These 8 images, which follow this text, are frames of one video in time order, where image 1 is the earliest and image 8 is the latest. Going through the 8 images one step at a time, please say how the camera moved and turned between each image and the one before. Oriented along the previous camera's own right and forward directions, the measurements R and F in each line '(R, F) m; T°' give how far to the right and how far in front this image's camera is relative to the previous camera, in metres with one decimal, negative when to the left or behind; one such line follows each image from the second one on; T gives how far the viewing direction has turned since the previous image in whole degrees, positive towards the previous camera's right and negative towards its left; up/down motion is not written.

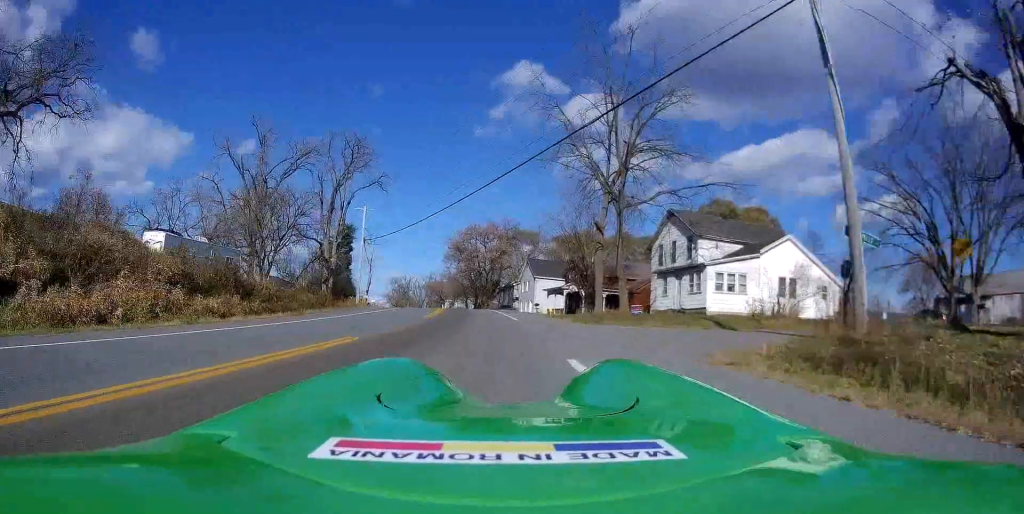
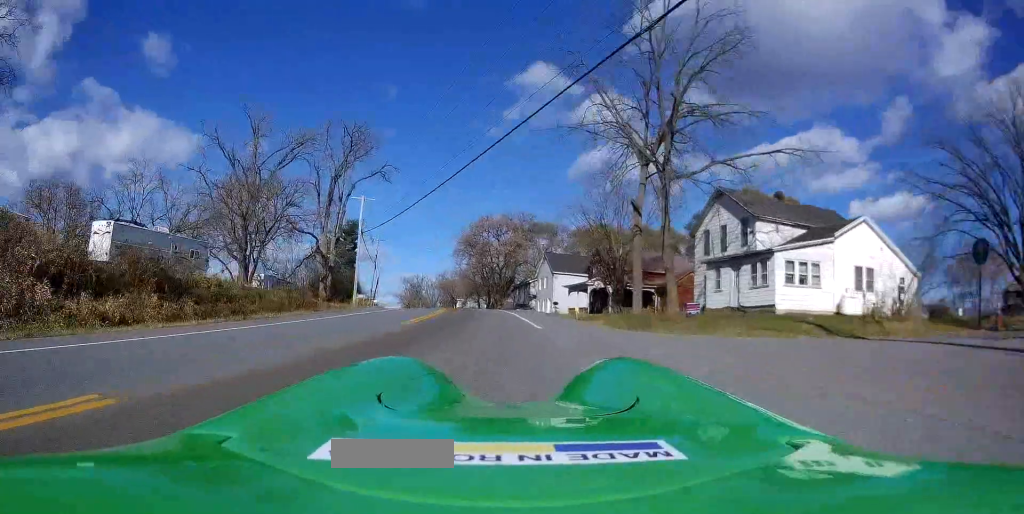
(-0.4, +7.3) m; -1°
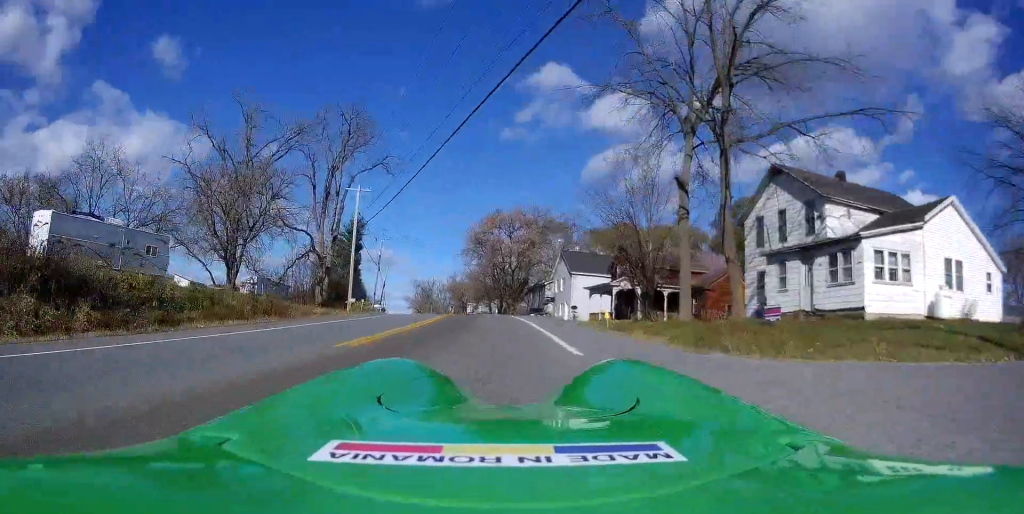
(+0.1, +6.6) m; 0°
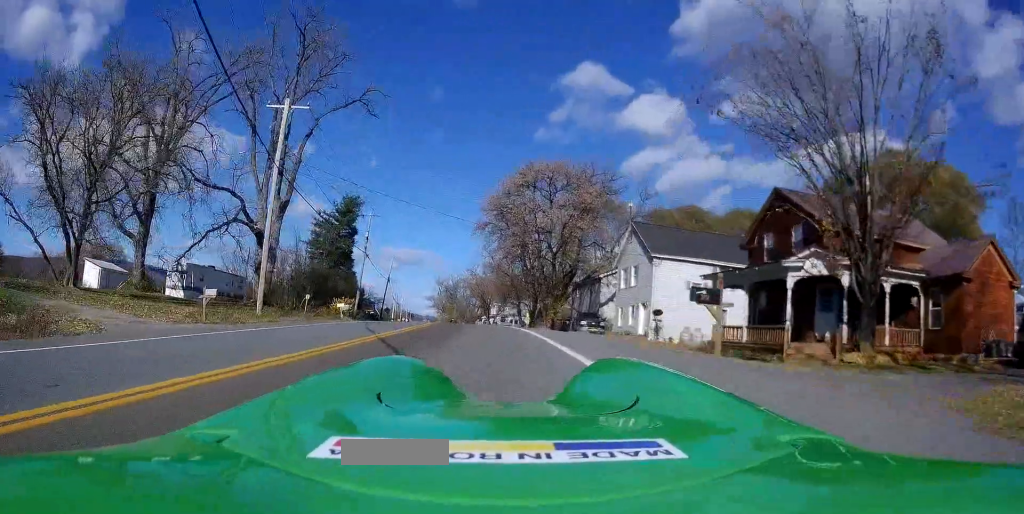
(-0.4, +24.5) m; -3°
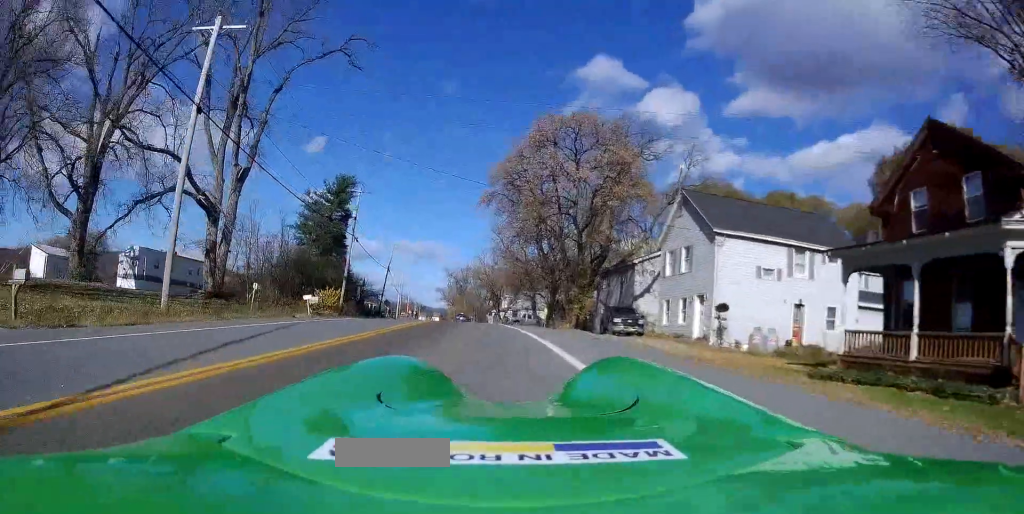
(-0.3, +9.5) m; -2°
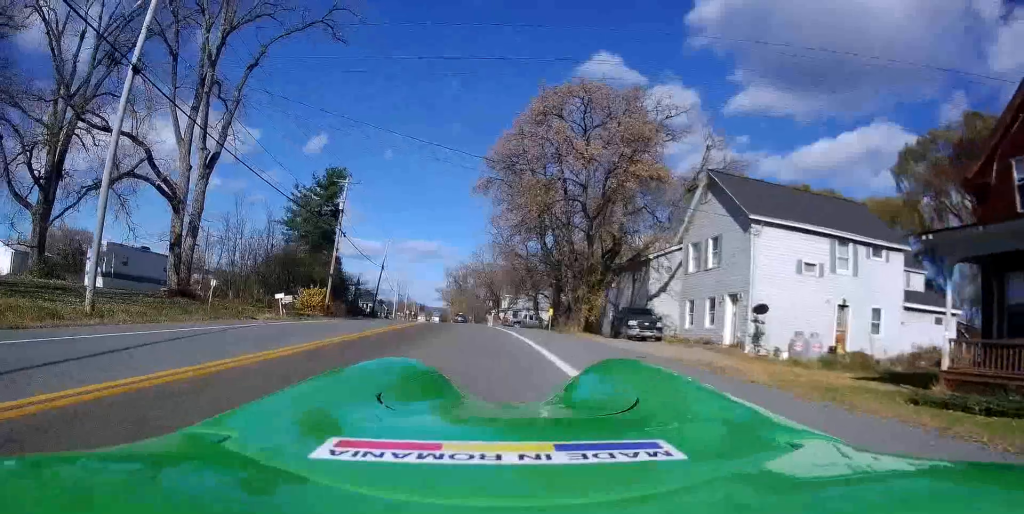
(0.0, +4.1) m; -1°
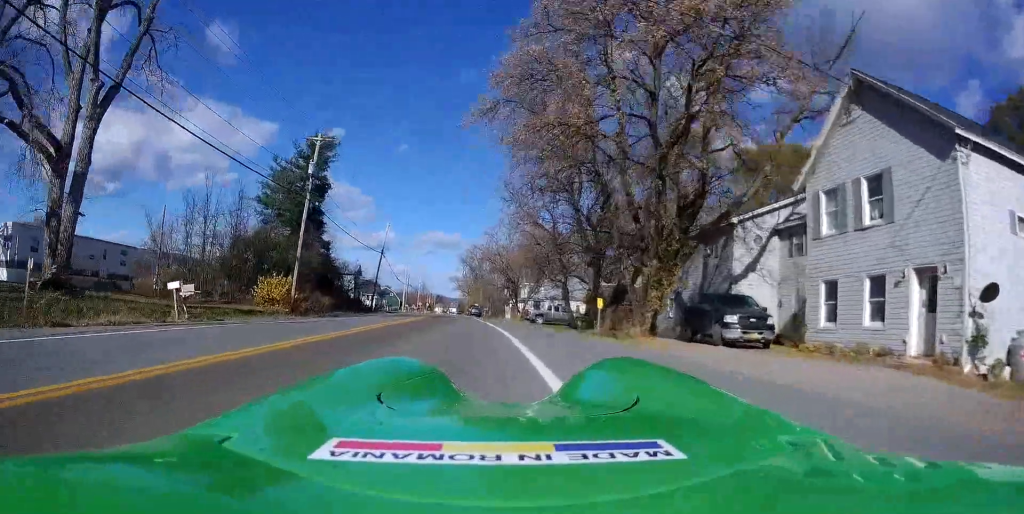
(0.0, +10.6) m; 0°
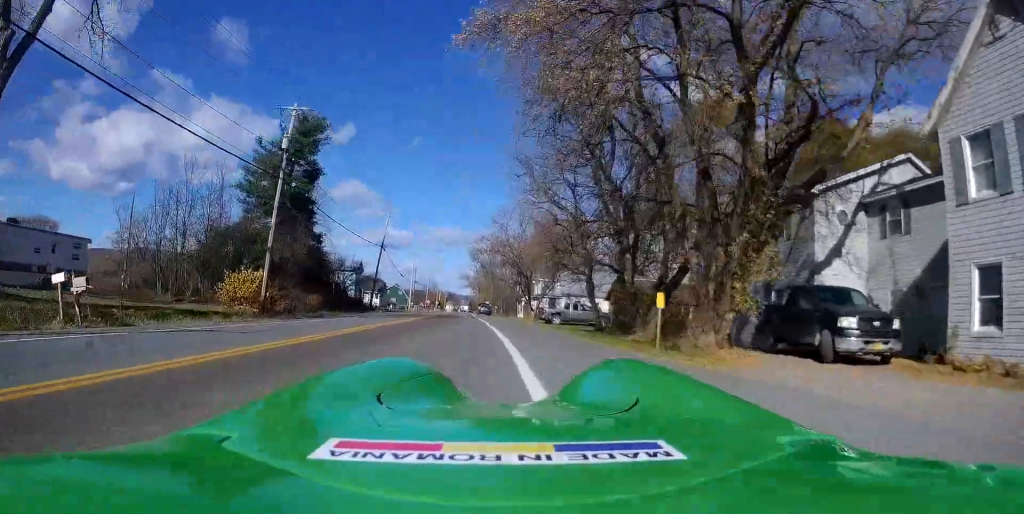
(0.0, +6.5) m; -1°
